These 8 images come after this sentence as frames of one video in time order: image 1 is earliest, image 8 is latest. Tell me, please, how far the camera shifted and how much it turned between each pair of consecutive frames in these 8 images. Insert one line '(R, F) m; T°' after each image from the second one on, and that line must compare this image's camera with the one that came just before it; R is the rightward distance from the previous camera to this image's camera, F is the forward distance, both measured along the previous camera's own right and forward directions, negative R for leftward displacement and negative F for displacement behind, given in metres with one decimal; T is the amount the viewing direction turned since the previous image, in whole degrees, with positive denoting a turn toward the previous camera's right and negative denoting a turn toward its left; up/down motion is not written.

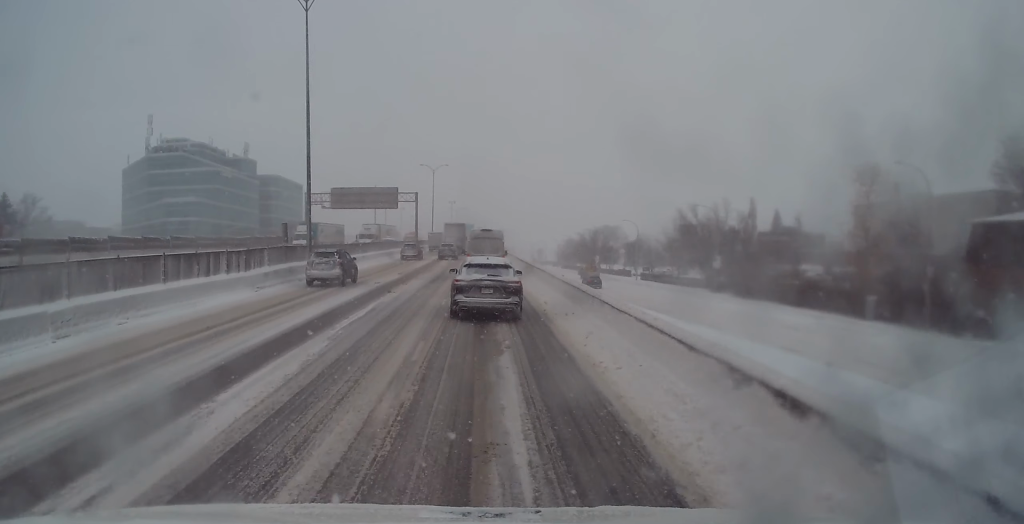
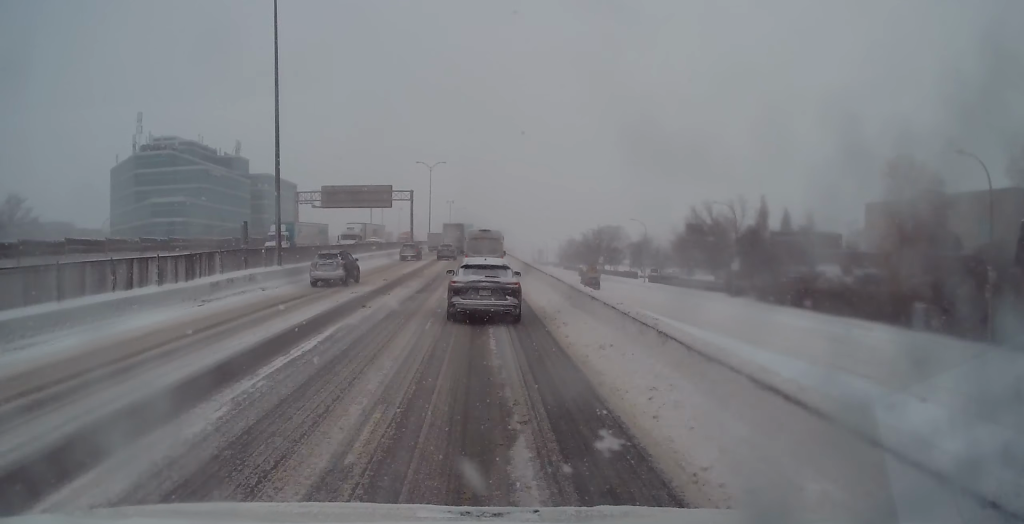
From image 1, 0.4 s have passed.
(-0.1, +5.1) m; 0°
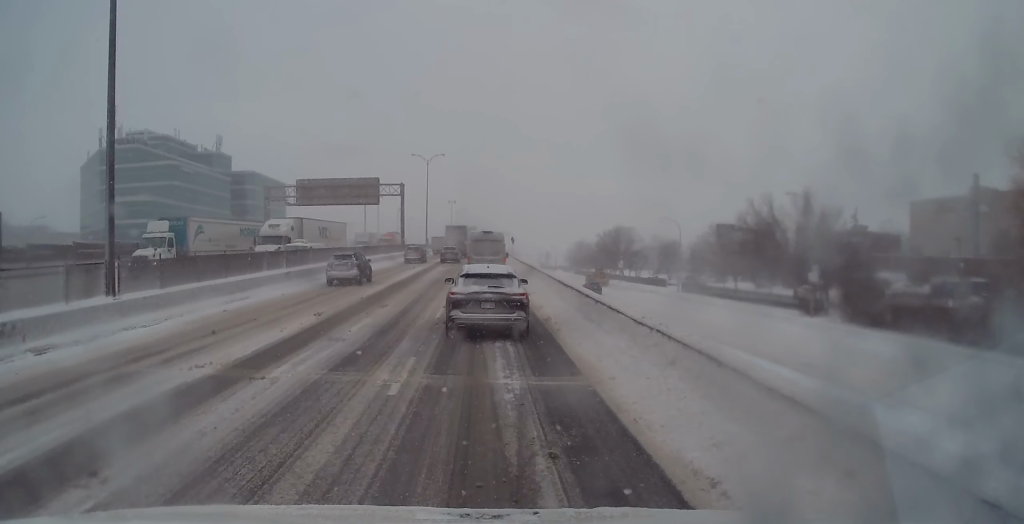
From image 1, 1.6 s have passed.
(-0.3, +14.3) m; 0°
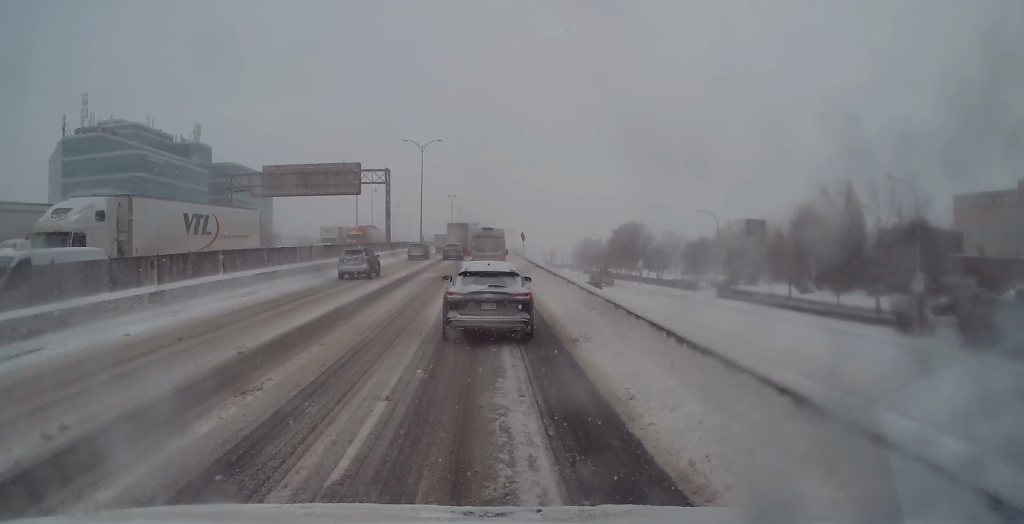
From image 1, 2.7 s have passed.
(+0.1, +12.7) m; 0°
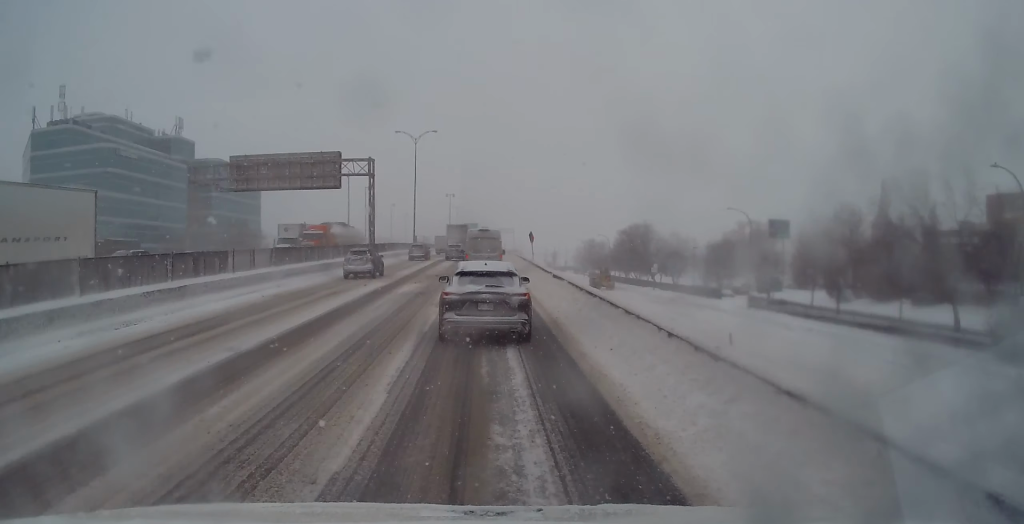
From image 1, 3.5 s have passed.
(-0.1, +9.1) m; -1°
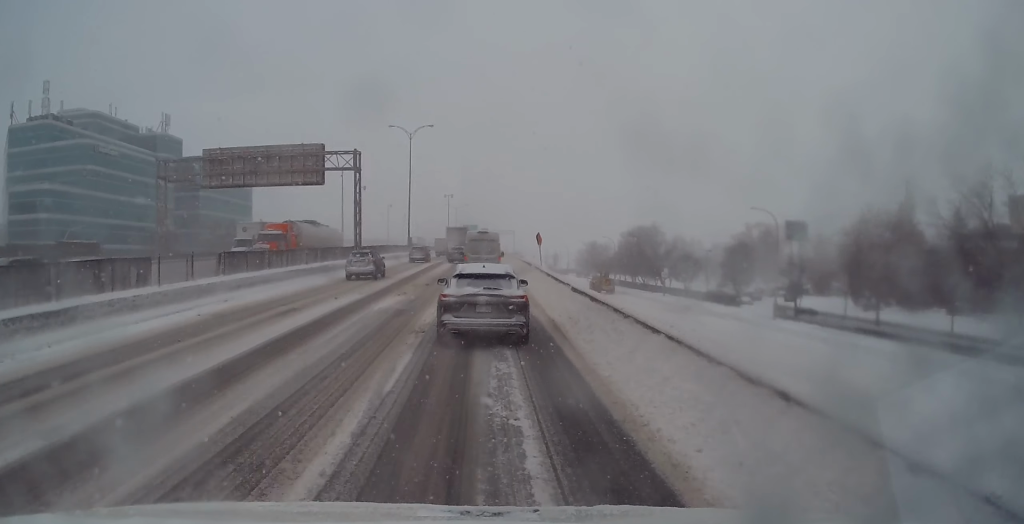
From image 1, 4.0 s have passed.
(-0.1, +5.9) m; -1°
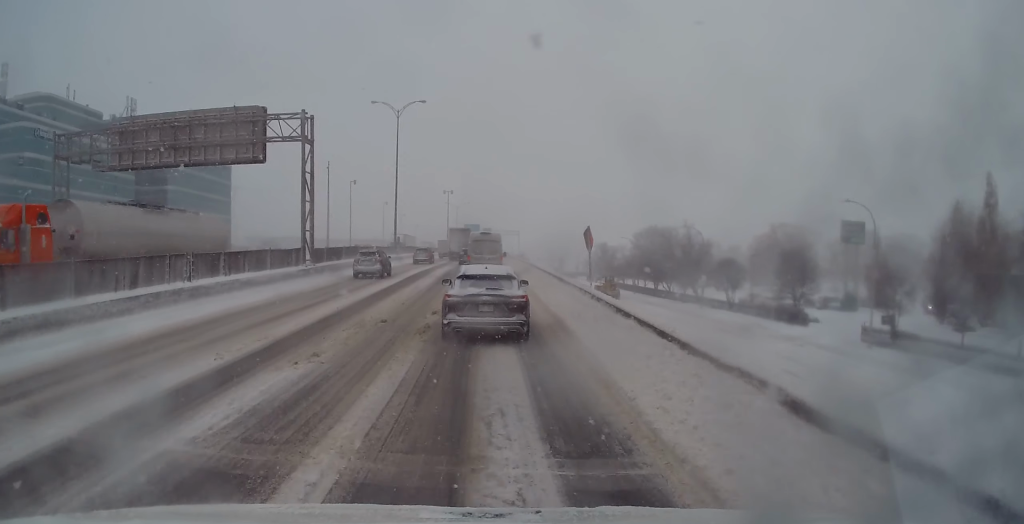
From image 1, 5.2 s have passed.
(0.0, +14.3) m; +1°
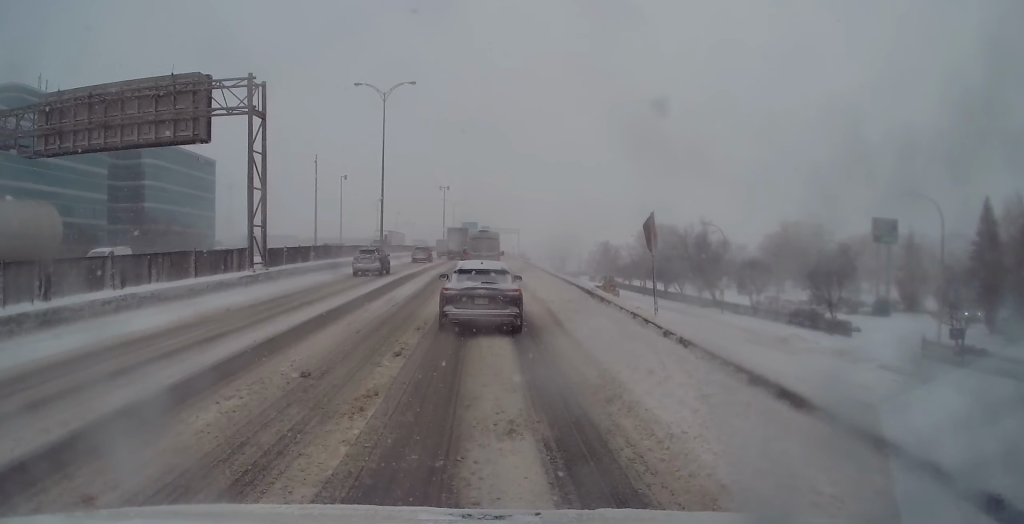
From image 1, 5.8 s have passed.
(+0.1, +7.2) m; +1°
